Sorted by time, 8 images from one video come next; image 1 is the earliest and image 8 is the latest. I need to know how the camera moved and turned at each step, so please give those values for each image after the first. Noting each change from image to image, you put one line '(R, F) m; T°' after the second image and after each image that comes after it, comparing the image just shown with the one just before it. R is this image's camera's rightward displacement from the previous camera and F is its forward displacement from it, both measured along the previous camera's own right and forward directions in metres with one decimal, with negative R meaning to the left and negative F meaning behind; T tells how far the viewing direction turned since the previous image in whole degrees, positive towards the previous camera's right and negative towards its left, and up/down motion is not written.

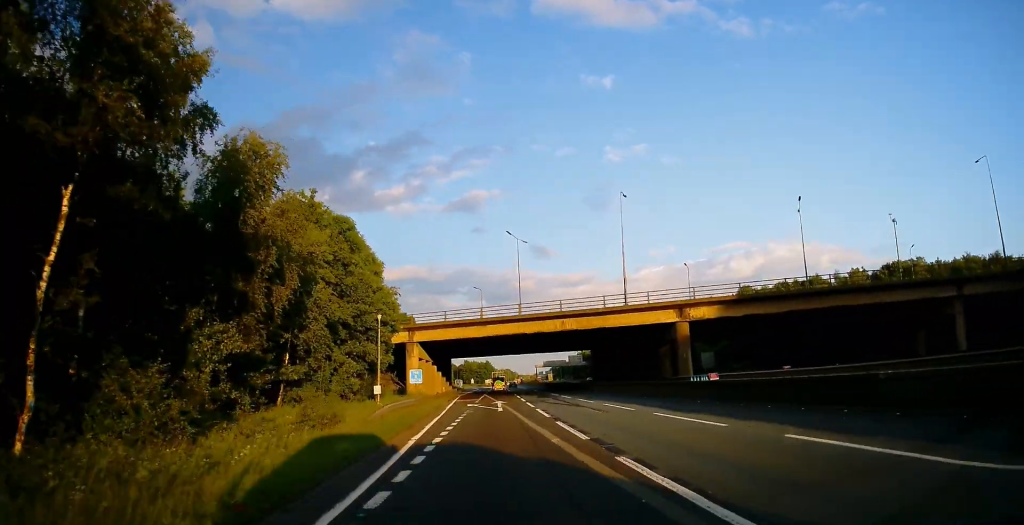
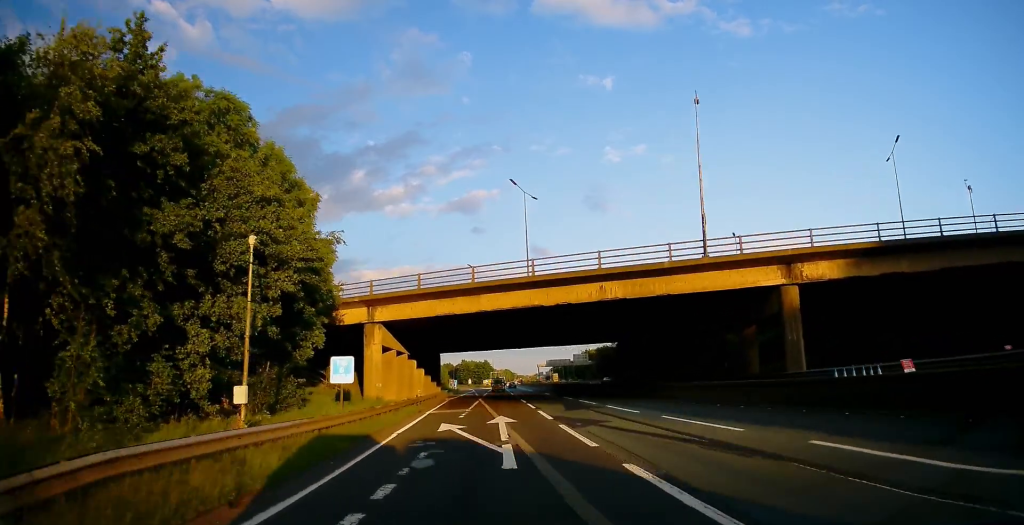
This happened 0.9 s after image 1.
(+0.3, +19.2) m; 0°
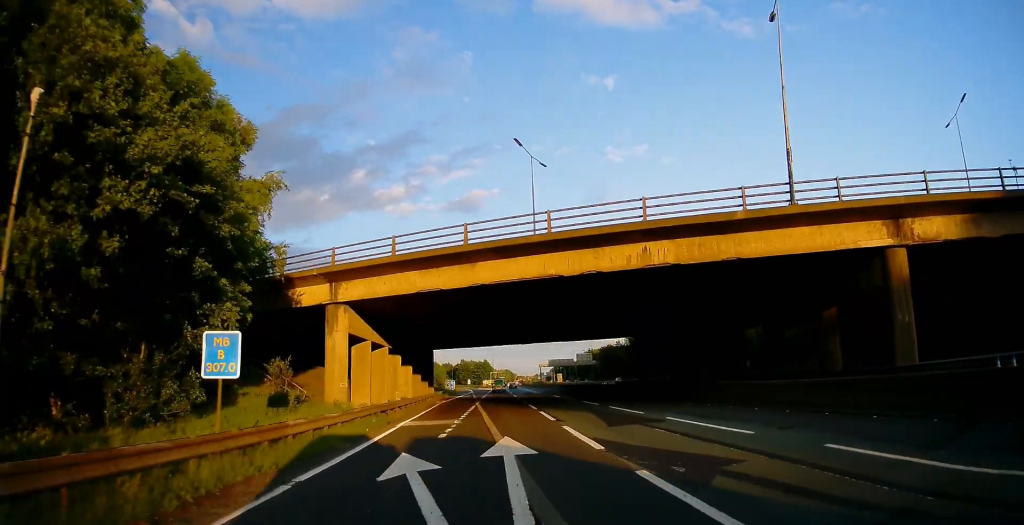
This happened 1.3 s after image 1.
(+0.4, +9.6) m; 0°
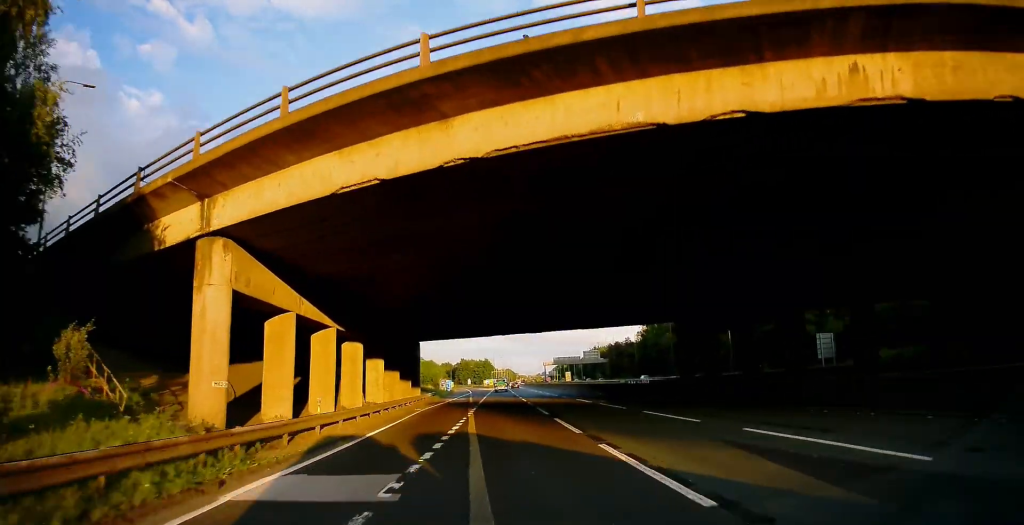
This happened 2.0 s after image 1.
(-0.6, +14.7) m; -1°
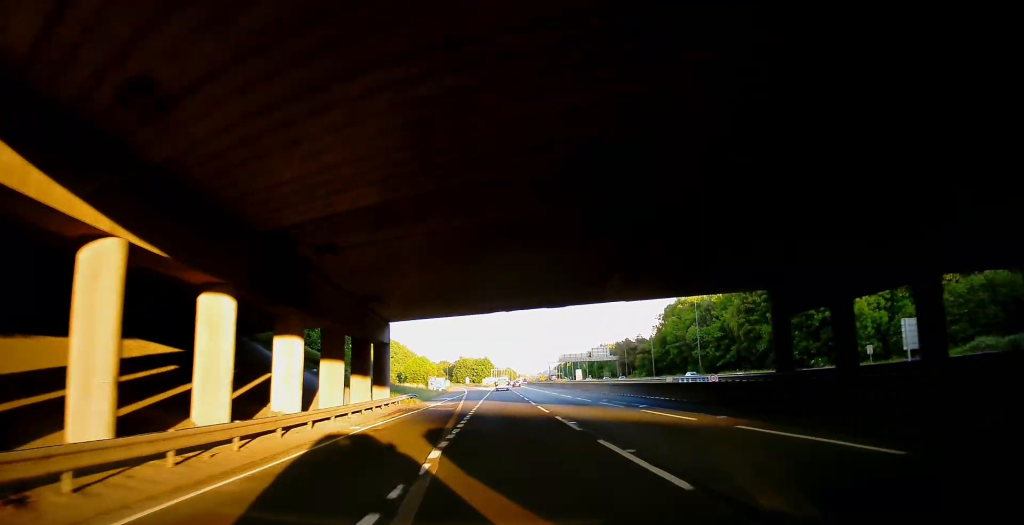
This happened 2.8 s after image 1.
(-0.2, +18.1) m; 0°
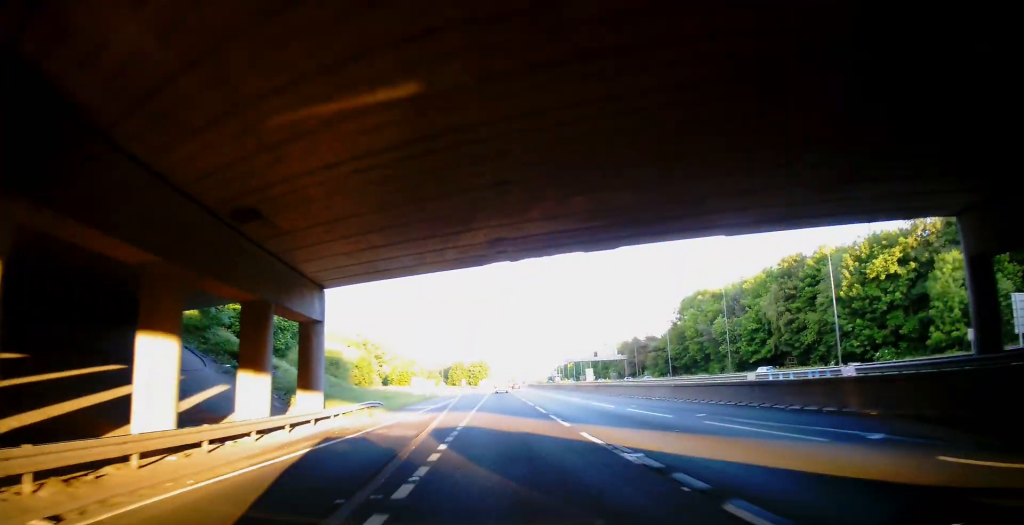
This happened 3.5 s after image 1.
(+0.1, +16.4) m; +1°
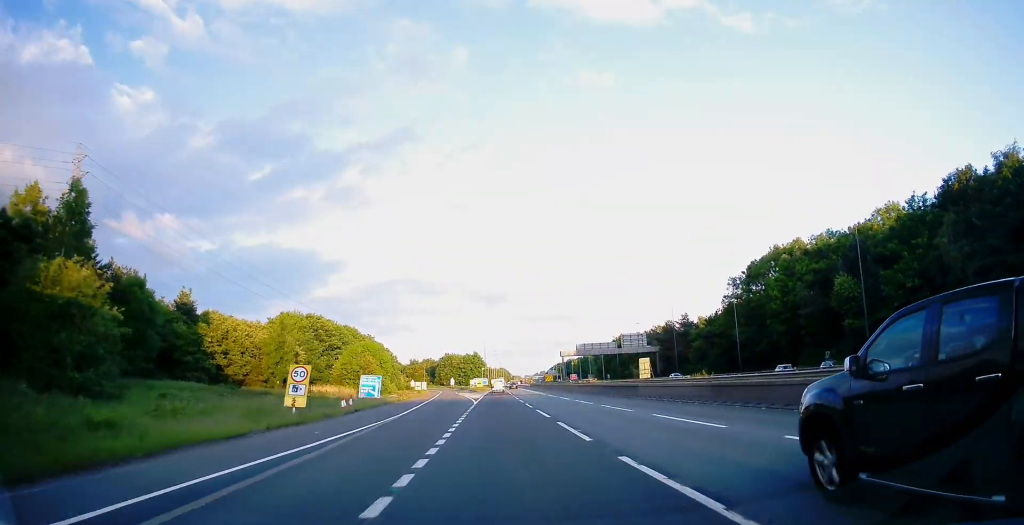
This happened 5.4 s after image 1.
(+1.4, +41.6) m; +2°
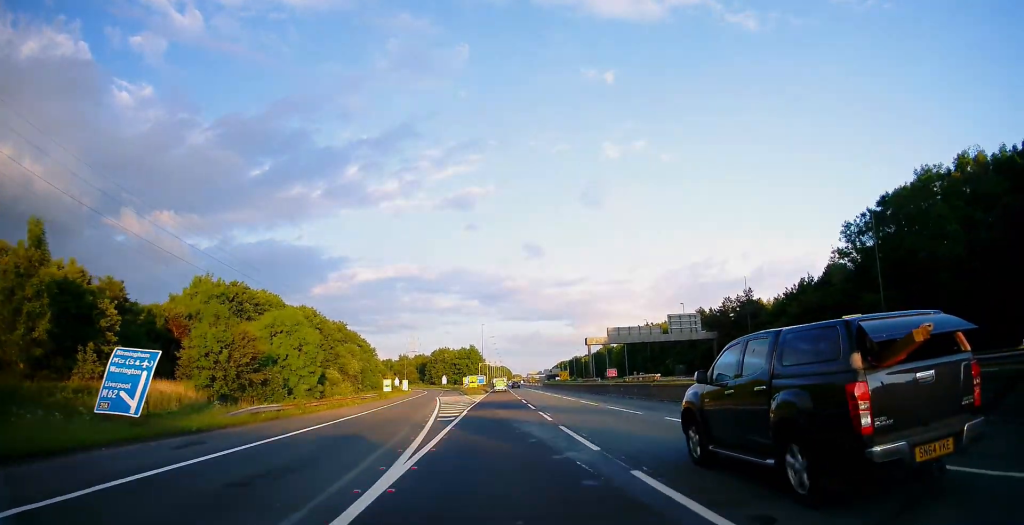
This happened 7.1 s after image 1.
(-0.1, +39.0) m; 0°
